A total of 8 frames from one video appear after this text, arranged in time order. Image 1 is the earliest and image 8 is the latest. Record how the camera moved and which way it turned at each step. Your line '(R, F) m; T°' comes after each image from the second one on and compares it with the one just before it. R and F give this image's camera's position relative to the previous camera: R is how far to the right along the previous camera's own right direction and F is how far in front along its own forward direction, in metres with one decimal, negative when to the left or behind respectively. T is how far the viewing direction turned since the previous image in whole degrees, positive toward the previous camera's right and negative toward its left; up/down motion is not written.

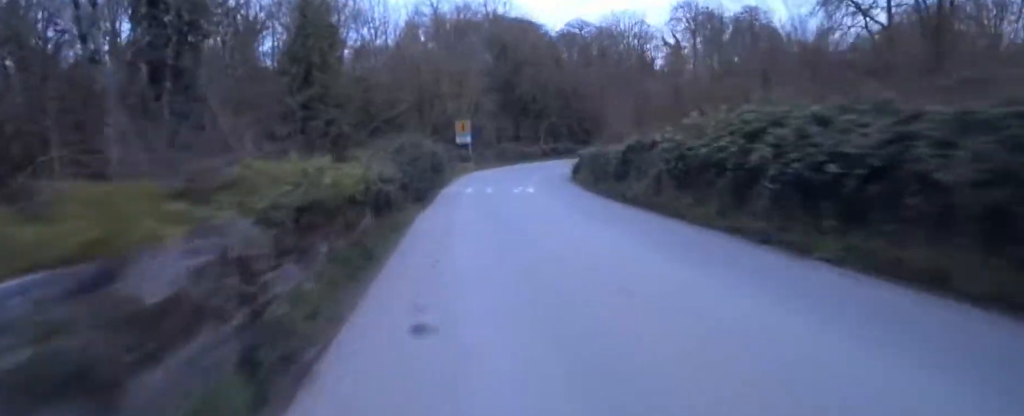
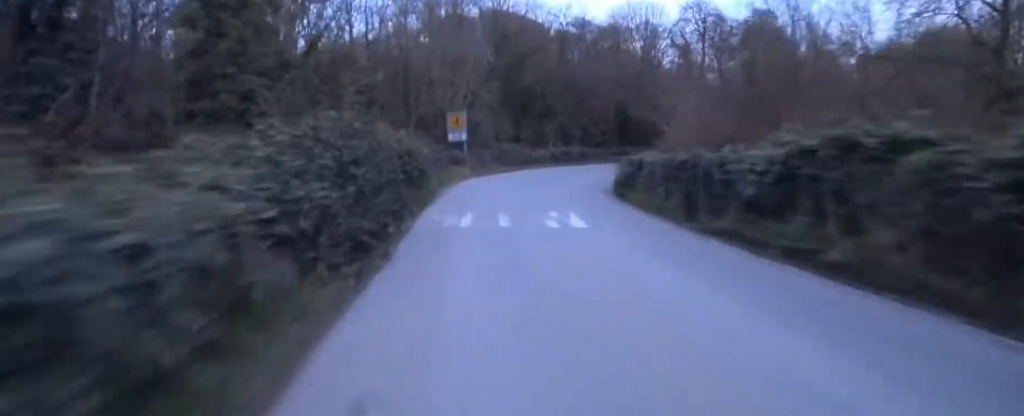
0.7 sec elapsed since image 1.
(+0.8, +6.0) m; +9°
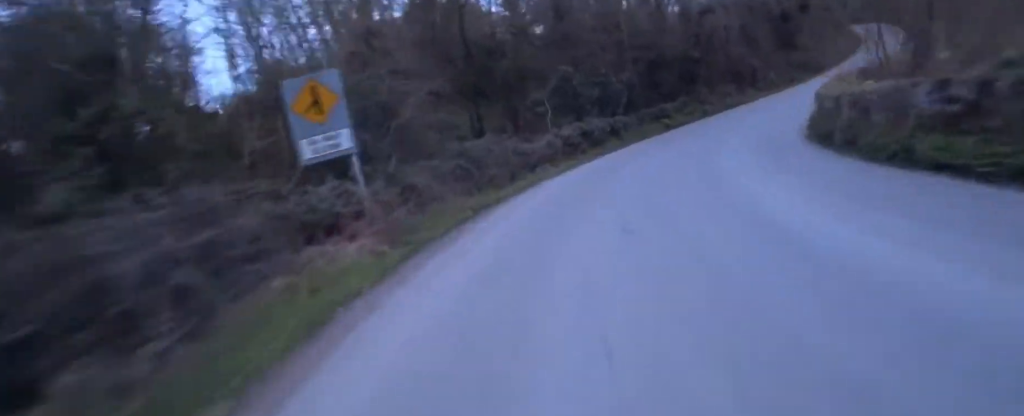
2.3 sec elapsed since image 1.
(+2.0, +13.6) m; +19°
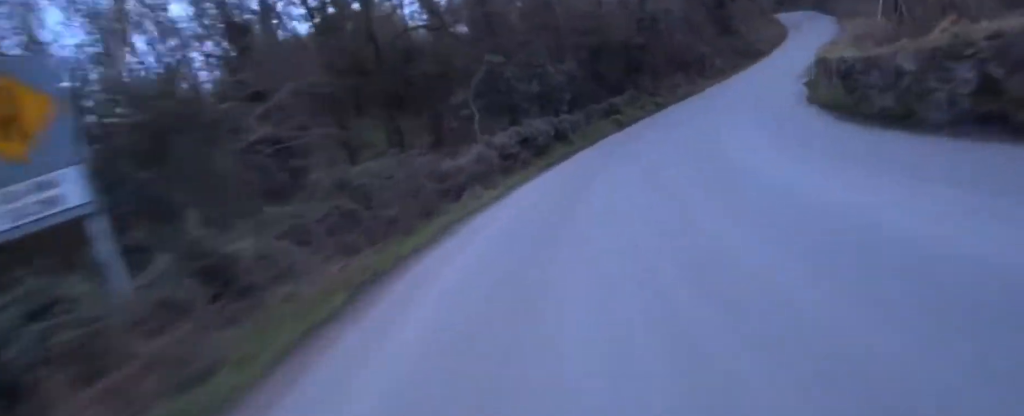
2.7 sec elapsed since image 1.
(+0.1, +3.5) m; +5°
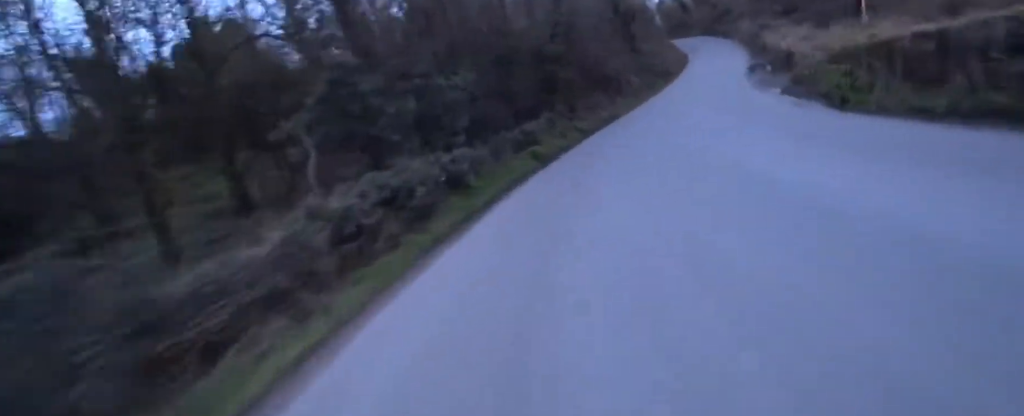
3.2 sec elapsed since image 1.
(+0.2, +4.4) m; +6°
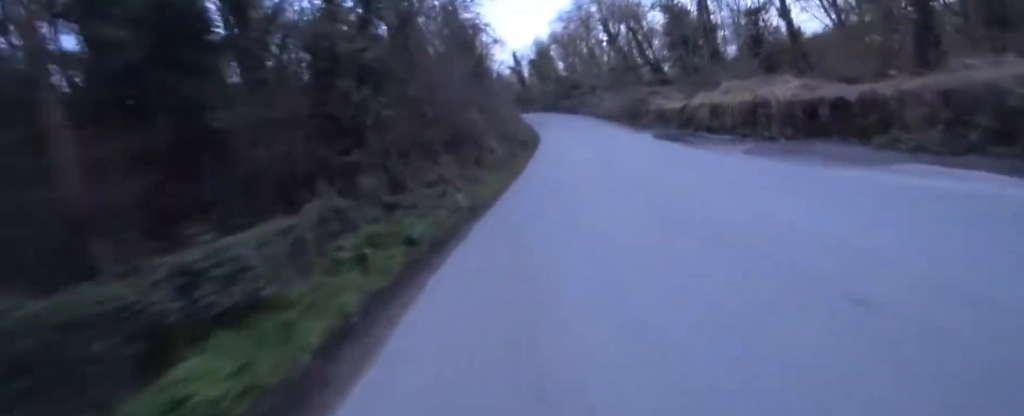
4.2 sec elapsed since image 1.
(+0.8, +8.2) m; +10°
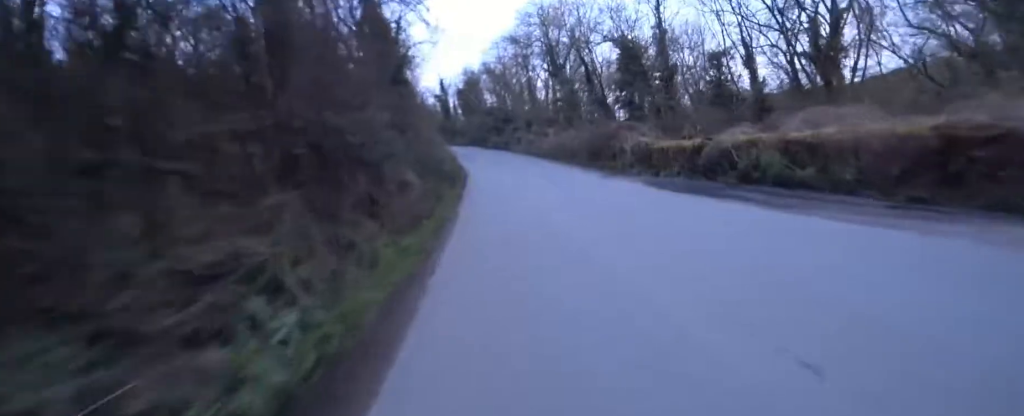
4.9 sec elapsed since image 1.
(+0.3, +5.7) m; +5°
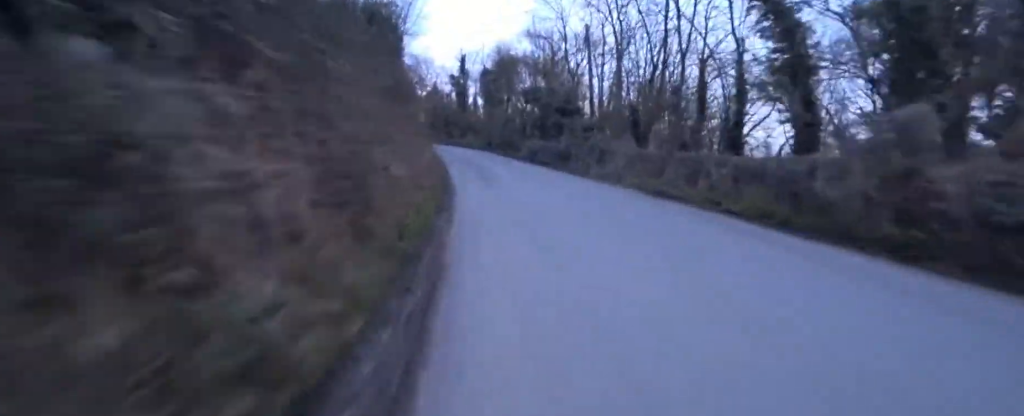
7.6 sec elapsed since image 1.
(+0.7, +21.4) m; +4°
